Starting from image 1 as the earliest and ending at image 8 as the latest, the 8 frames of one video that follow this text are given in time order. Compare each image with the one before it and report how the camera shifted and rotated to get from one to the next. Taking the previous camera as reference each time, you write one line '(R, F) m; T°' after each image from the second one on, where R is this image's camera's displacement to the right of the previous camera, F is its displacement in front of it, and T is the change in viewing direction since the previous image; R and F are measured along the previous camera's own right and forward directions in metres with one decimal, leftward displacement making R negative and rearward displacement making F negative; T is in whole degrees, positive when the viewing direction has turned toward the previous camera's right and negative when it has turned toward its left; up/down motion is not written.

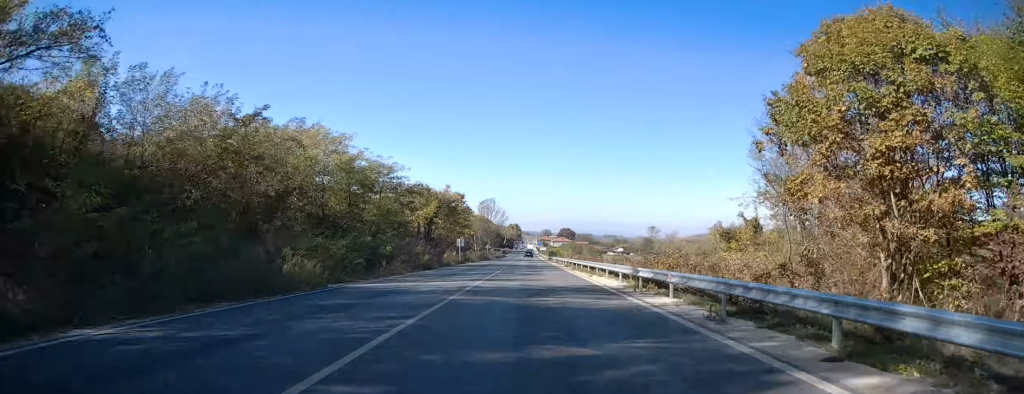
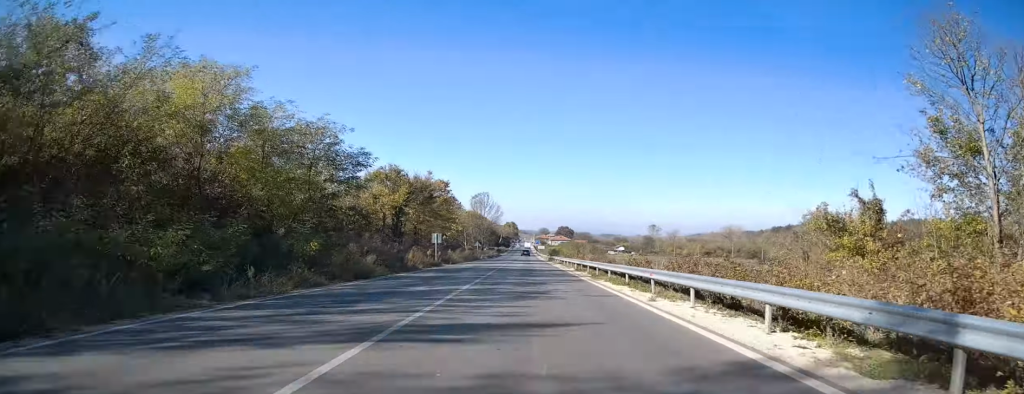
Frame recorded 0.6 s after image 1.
(+0.3, +14.2) m; +1°
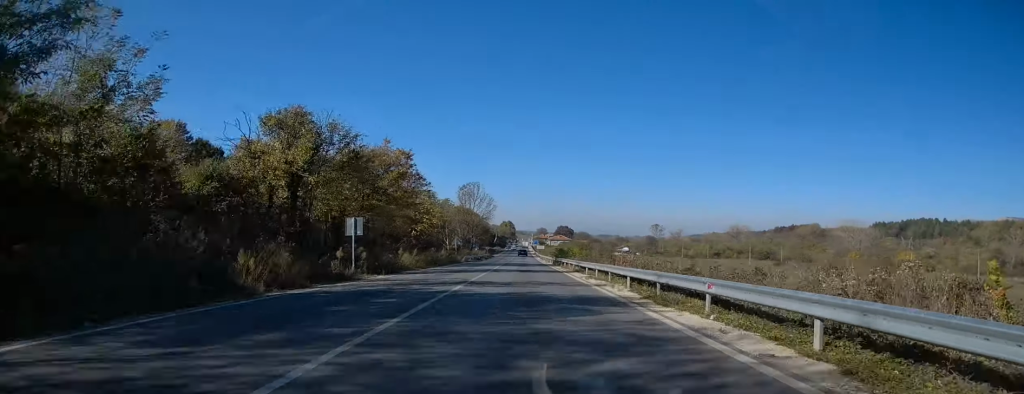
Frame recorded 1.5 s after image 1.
(+0.2, +22.0) m; 0°
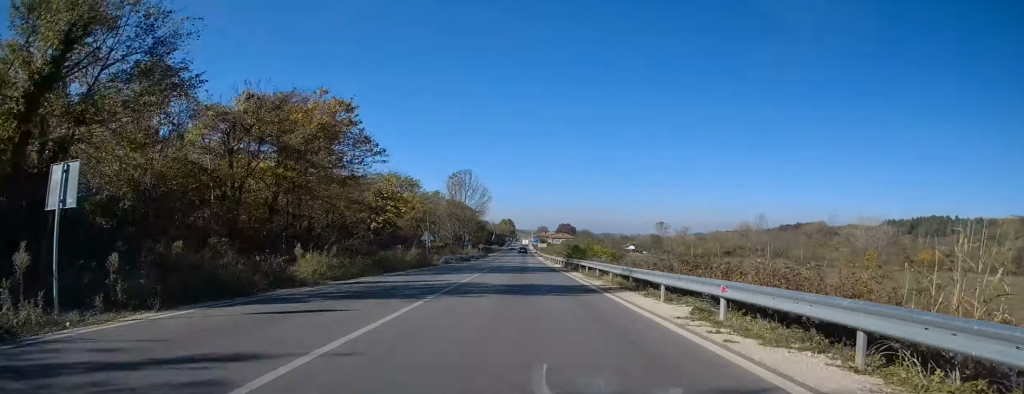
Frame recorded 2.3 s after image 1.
(-0.1, +17.2) m; 0°
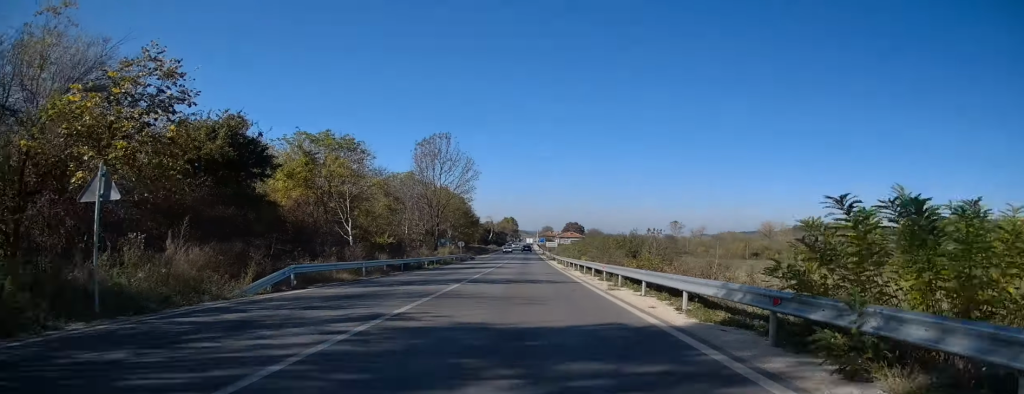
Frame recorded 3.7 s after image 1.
(0.0, +34.2) m; 0°
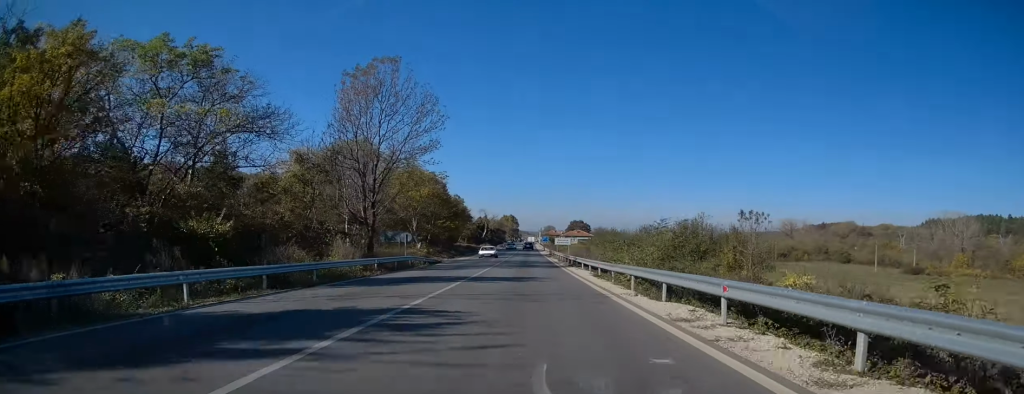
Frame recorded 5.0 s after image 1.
(-0.2, +30.1) m; 0°
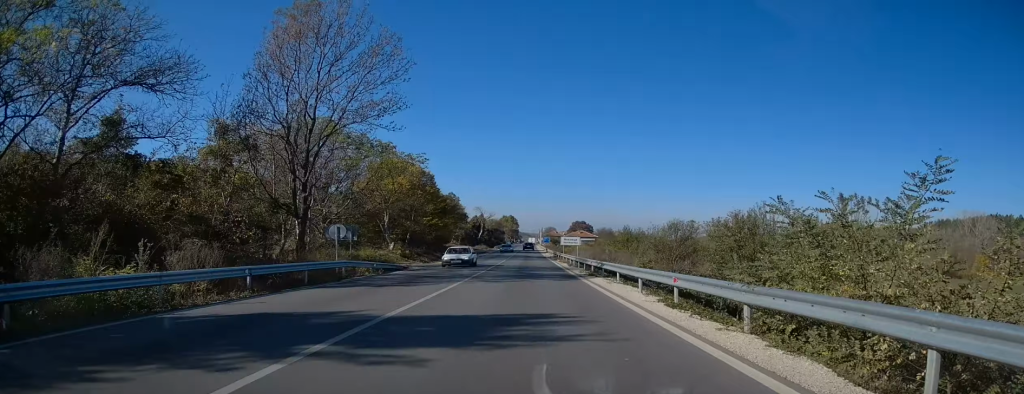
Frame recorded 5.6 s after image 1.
(+0.2, +13.1) m; 0°
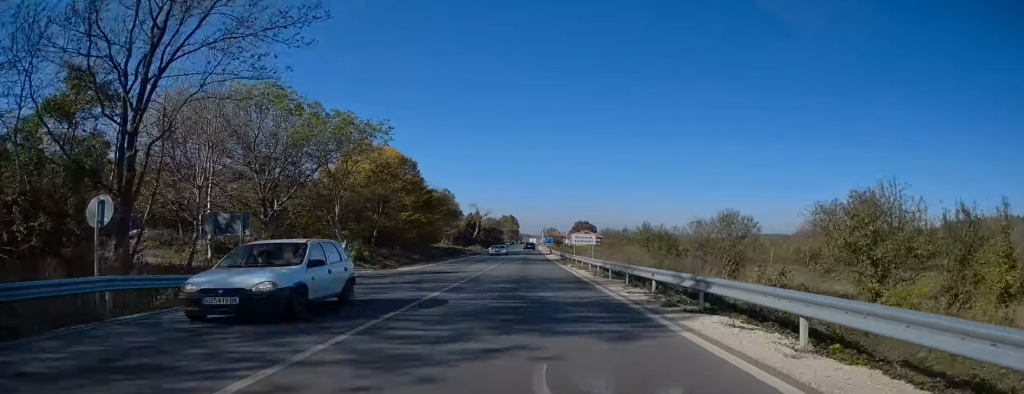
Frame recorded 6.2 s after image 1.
(+0.1, +13.8) m; 0°
